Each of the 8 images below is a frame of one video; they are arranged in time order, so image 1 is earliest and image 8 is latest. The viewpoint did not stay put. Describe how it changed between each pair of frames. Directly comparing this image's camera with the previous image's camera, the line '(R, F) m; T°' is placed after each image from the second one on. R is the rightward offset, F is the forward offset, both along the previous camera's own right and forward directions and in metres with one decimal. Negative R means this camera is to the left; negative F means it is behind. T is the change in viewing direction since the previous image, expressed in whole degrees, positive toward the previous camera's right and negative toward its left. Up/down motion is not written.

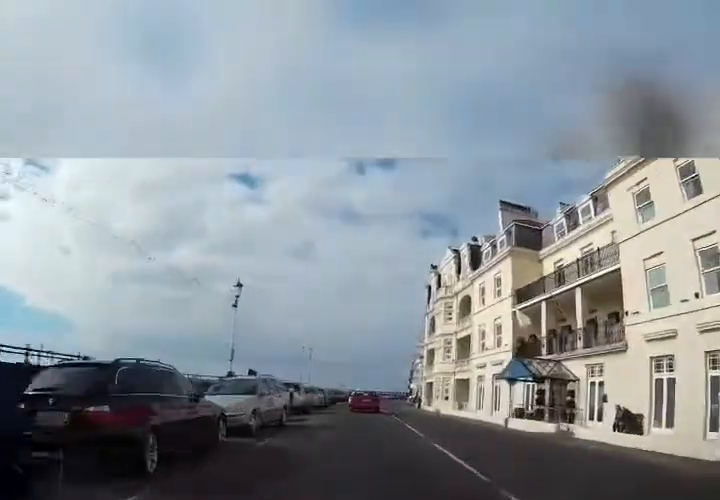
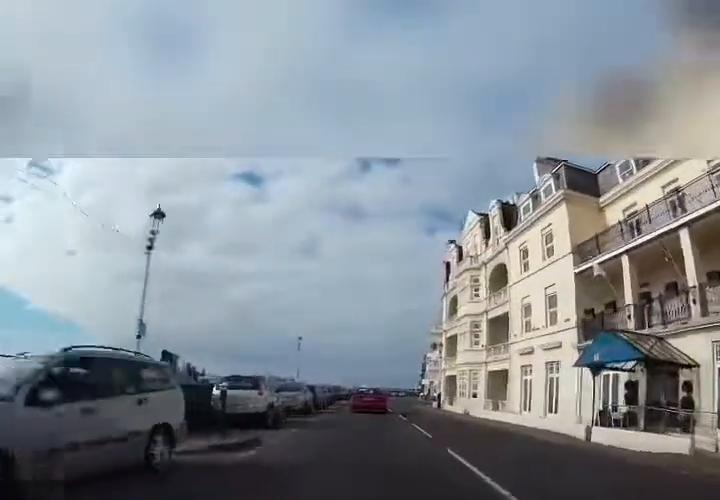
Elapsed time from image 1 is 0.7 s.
(0.0, +7.9) m; -1°
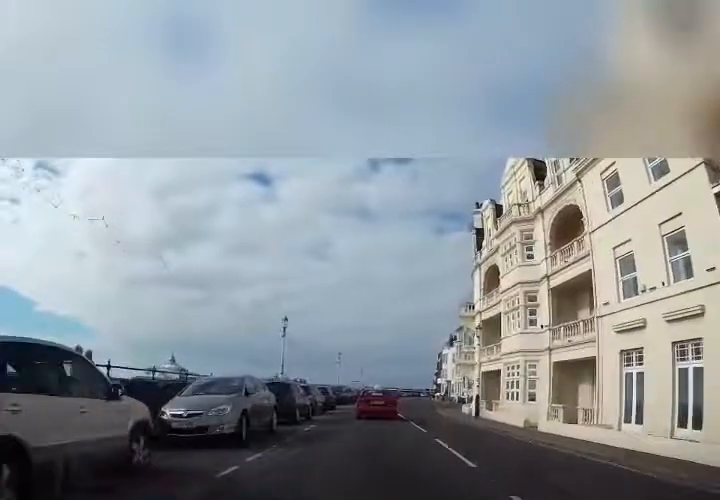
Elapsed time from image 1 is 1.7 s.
(-0.2, +9.6) m; -2°
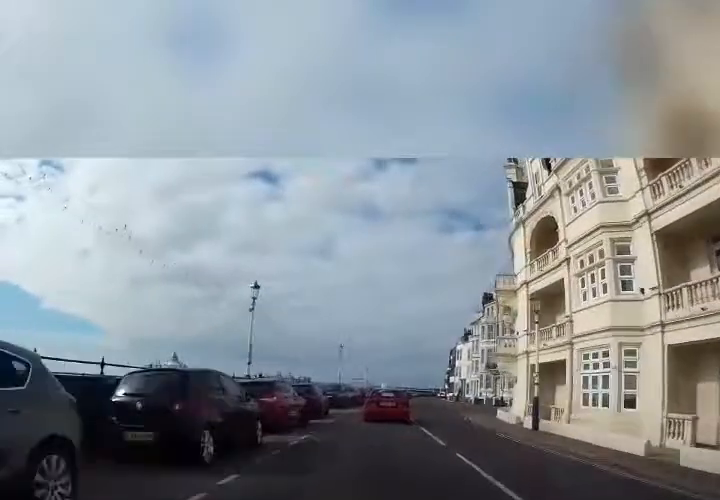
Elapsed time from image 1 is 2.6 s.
(-0.2, +8.3) m; -2°
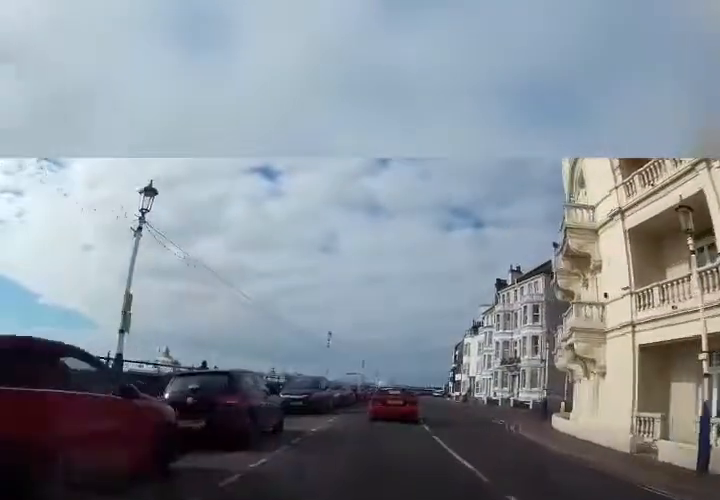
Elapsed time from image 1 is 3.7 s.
(-0.2, +9.4) m; 0°
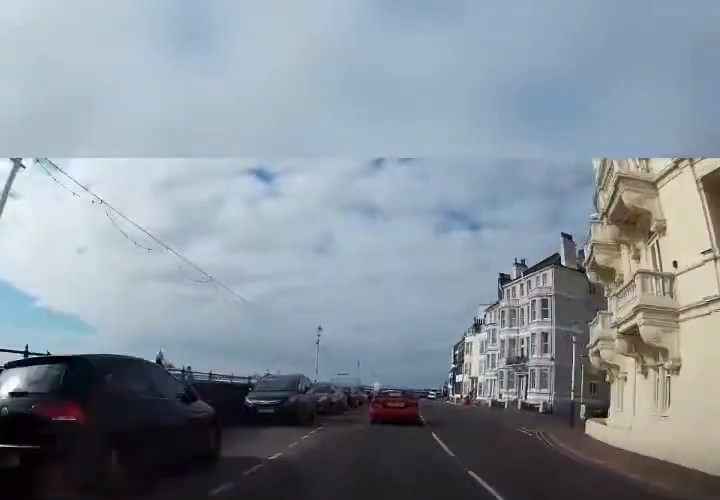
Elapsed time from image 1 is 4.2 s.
(-0.1, +4.1) m; +1°
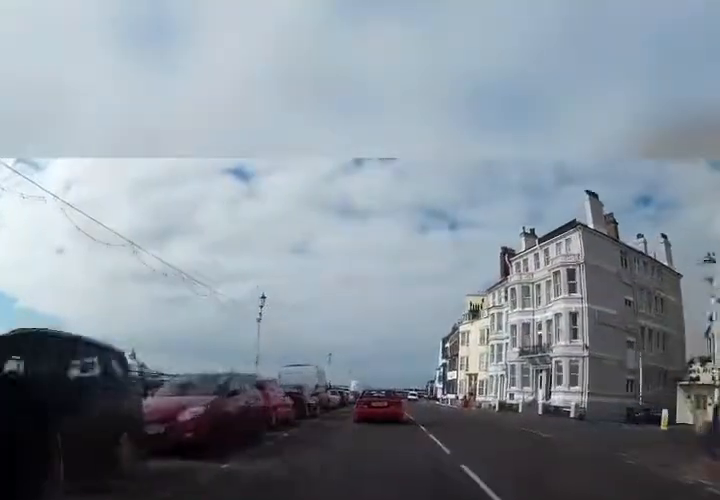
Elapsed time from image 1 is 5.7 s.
(+0.8, +10.9) m; +7°
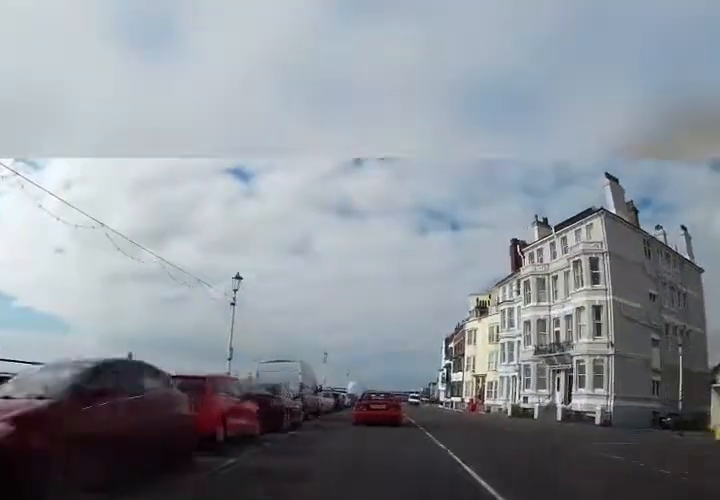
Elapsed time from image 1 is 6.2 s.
(0.0, +3.9) m; +2°
